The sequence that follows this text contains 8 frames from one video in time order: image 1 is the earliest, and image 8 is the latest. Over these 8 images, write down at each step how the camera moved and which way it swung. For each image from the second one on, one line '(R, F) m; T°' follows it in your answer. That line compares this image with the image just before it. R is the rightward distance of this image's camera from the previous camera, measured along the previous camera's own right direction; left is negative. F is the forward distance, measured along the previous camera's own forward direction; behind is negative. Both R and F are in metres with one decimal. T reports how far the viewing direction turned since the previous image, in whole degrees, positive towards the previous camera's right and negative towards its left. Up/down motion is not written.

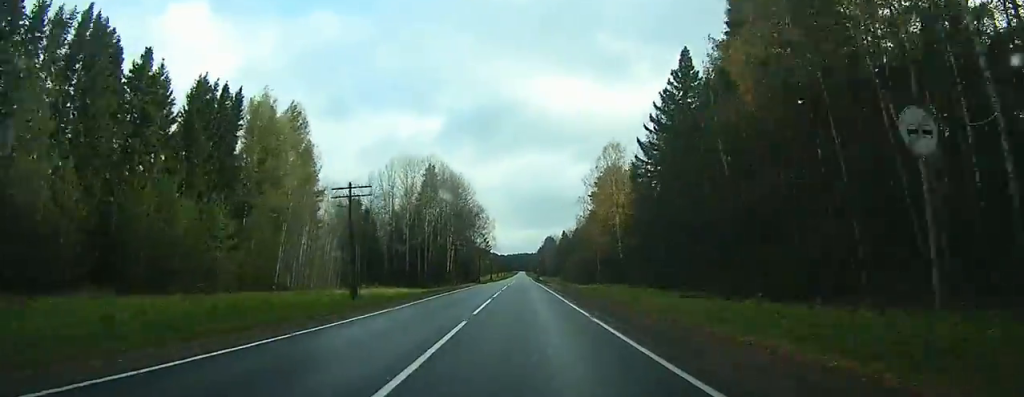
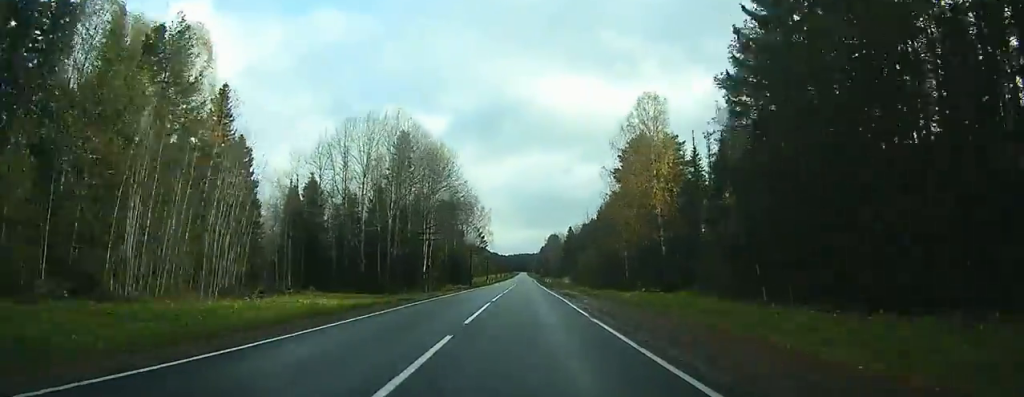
(0.0, +27.6) m; 0°
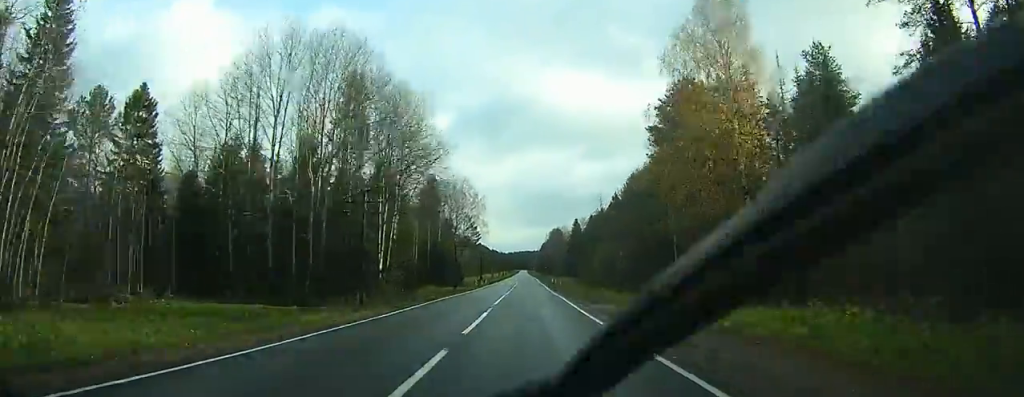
(0.0, +26.1) m; 0°
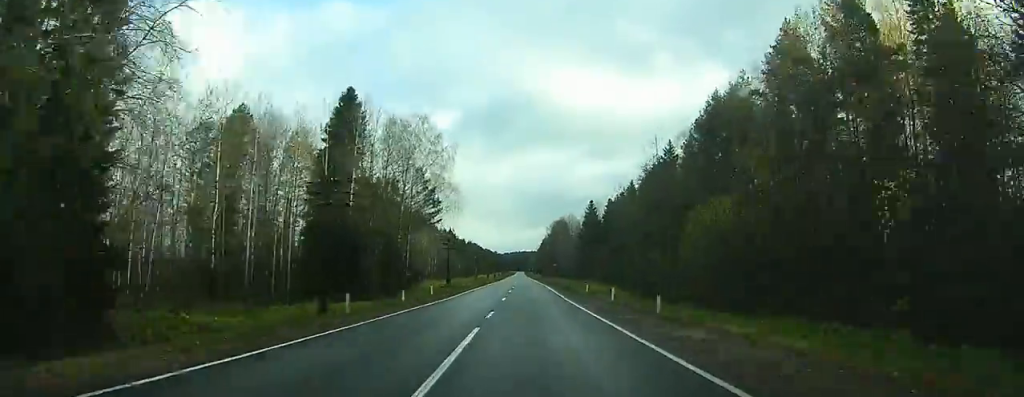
(-0.1, +56.8) m; 0°
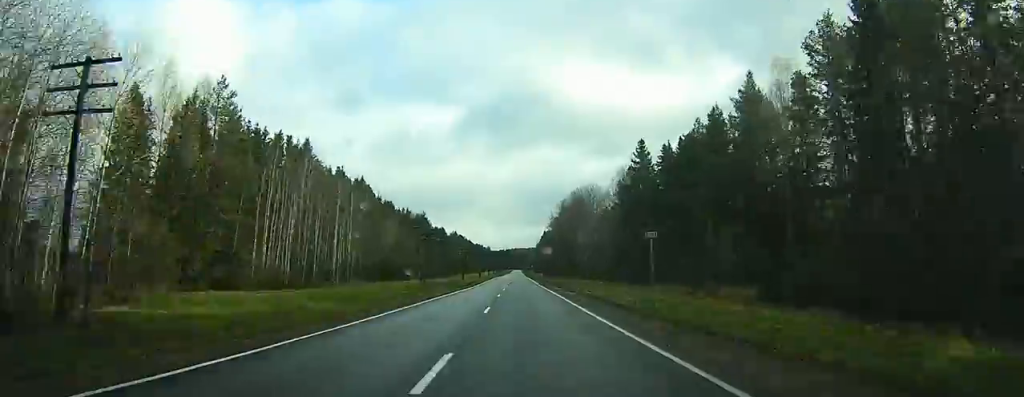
(+0.4, +70.5) m; 0°
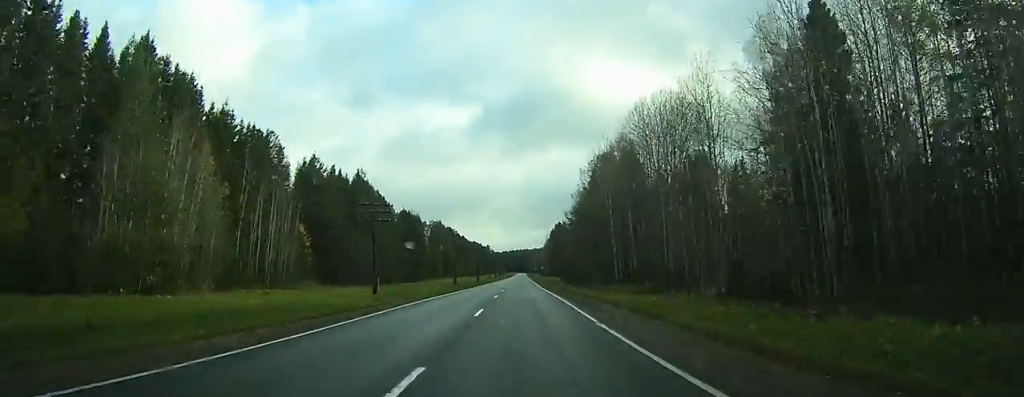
(-0.6, +73.3) m; -1°
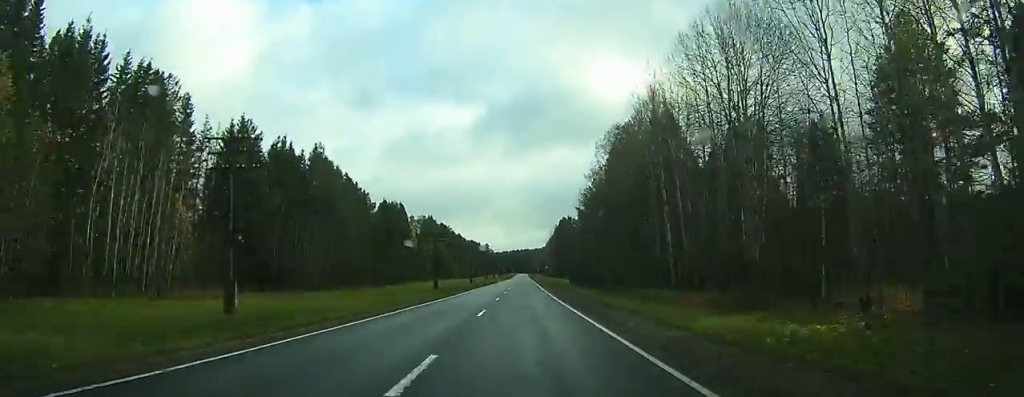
(-0.2, +22.8) m; 0°
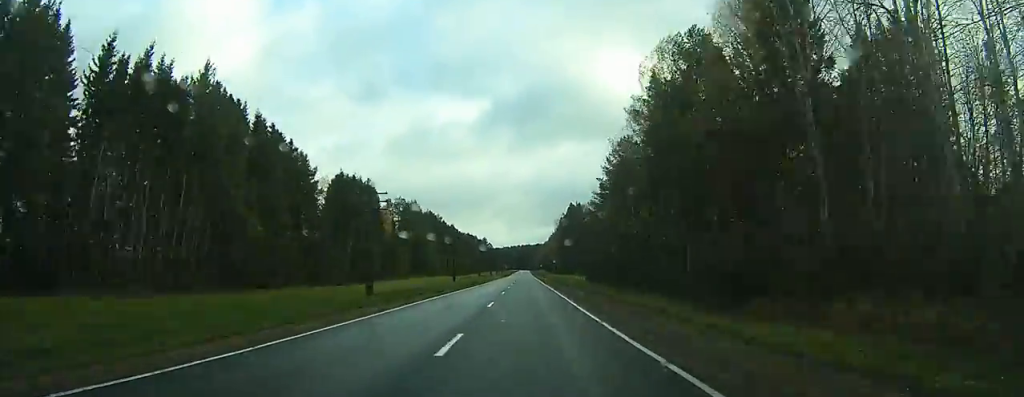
(+0.1, +33.2) m; 0°
